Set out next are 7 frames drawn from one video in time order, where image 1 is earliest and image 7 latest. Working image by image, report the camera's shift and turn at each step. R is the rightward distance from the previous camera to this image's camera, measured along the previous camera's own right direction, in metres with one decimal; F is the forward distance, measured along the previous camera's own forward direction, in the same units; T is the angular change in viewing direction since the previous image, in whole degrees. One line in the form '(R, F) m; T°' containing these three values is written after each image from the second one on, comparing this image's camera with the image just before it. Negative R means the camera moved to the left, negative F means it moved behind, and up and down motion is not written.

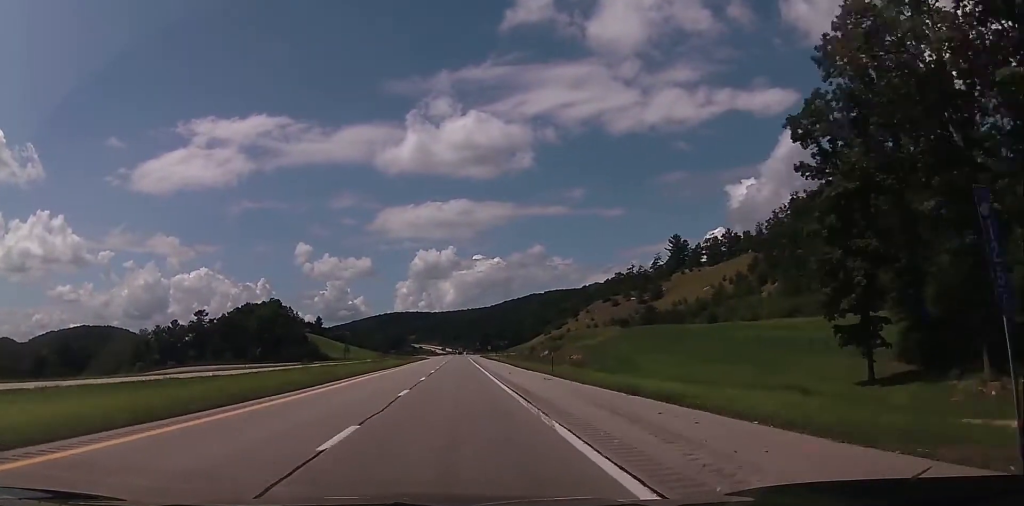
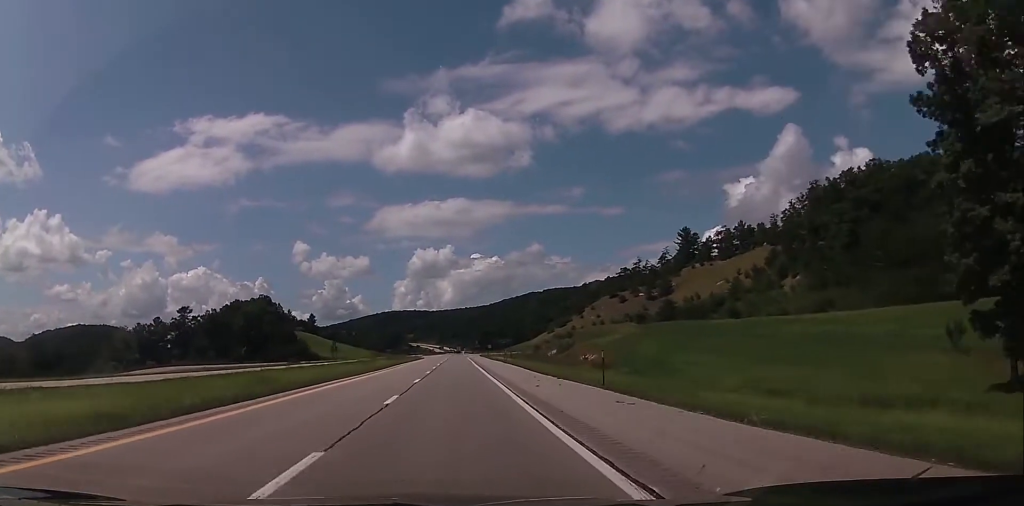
(+0.2, +15.4) m; 0°
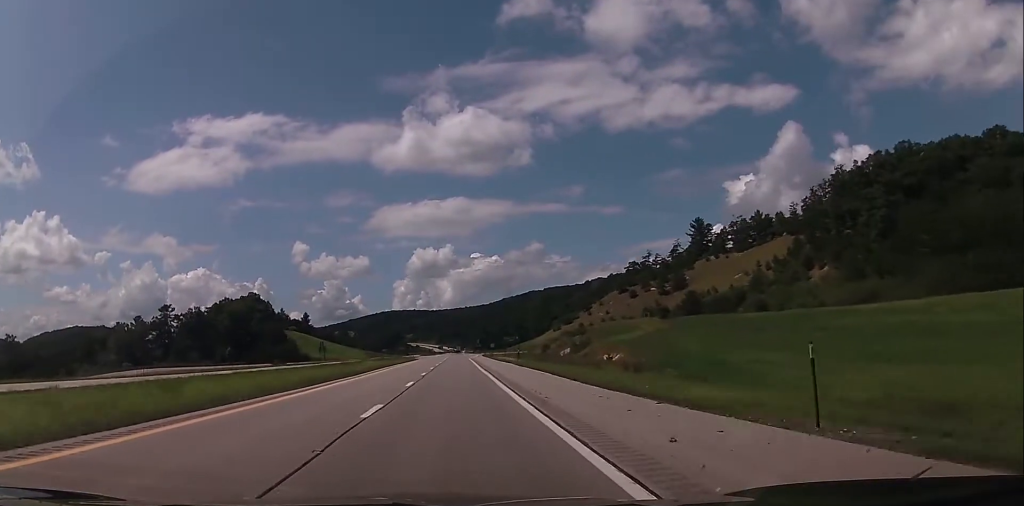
(+0.2, +16.5) m; 0°
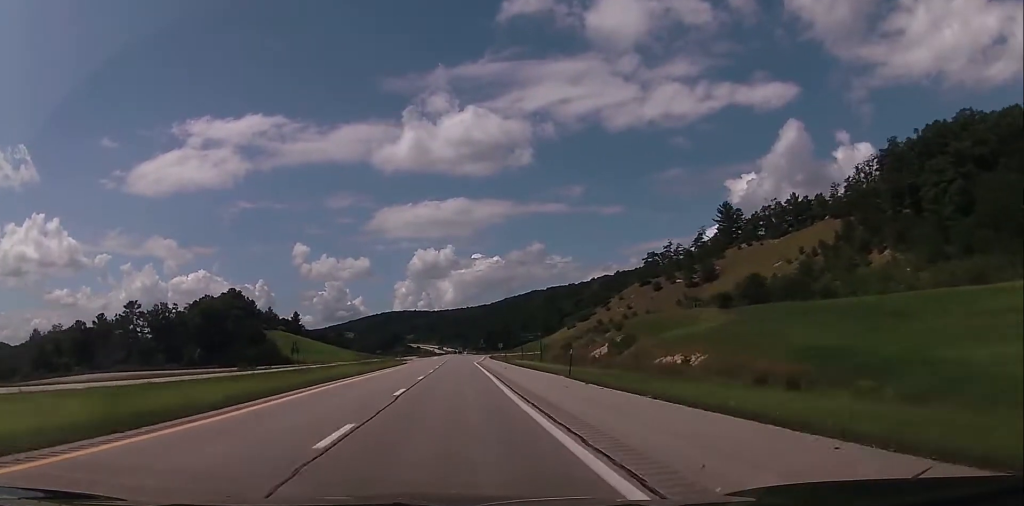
(+0.1, +28.6) m; 0°
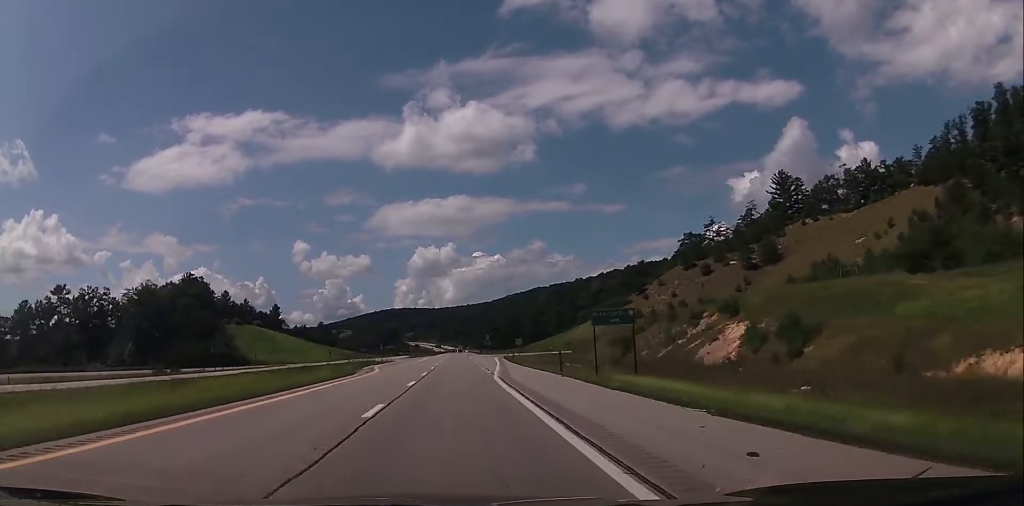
(0.0, +44.1) m; 0°
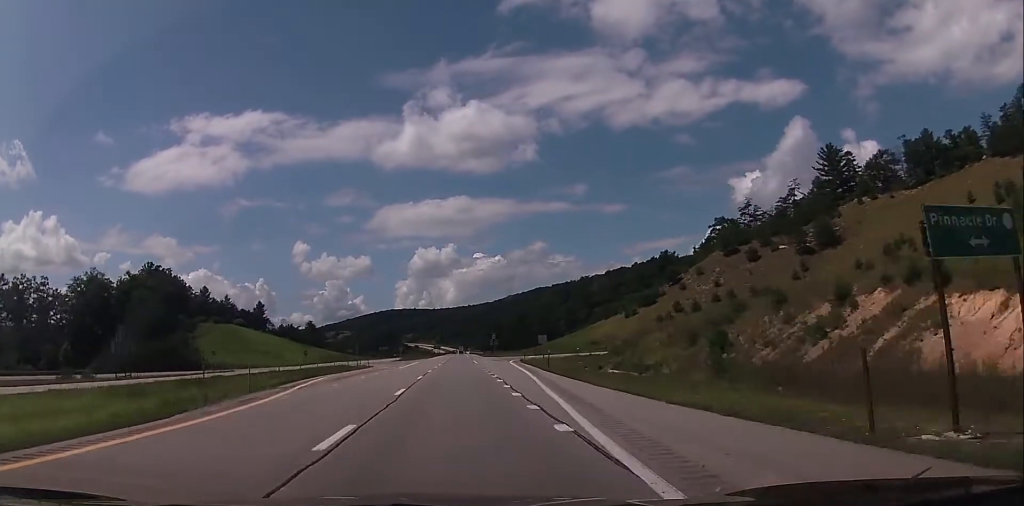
(0.0, +28.7) m; -1°
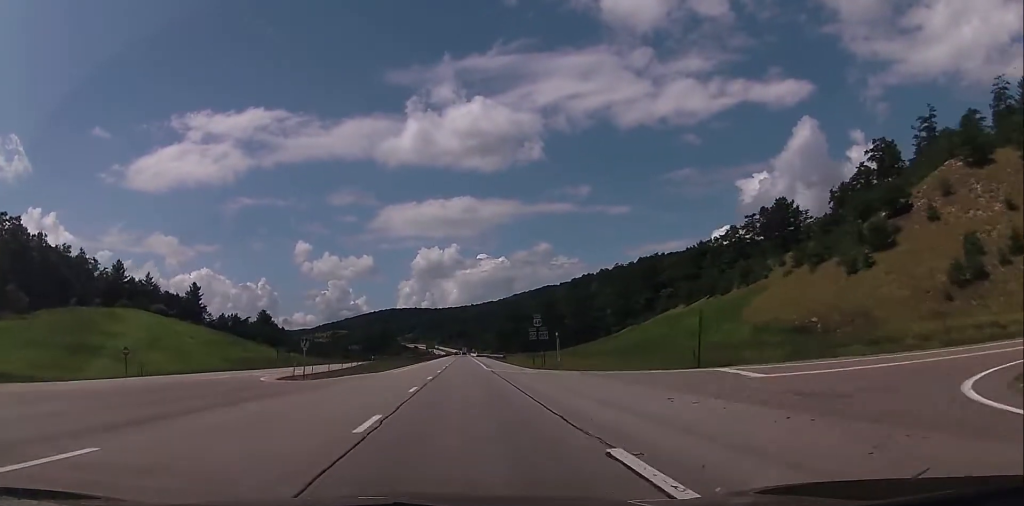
(+0.1, +82.7) m; +1°
